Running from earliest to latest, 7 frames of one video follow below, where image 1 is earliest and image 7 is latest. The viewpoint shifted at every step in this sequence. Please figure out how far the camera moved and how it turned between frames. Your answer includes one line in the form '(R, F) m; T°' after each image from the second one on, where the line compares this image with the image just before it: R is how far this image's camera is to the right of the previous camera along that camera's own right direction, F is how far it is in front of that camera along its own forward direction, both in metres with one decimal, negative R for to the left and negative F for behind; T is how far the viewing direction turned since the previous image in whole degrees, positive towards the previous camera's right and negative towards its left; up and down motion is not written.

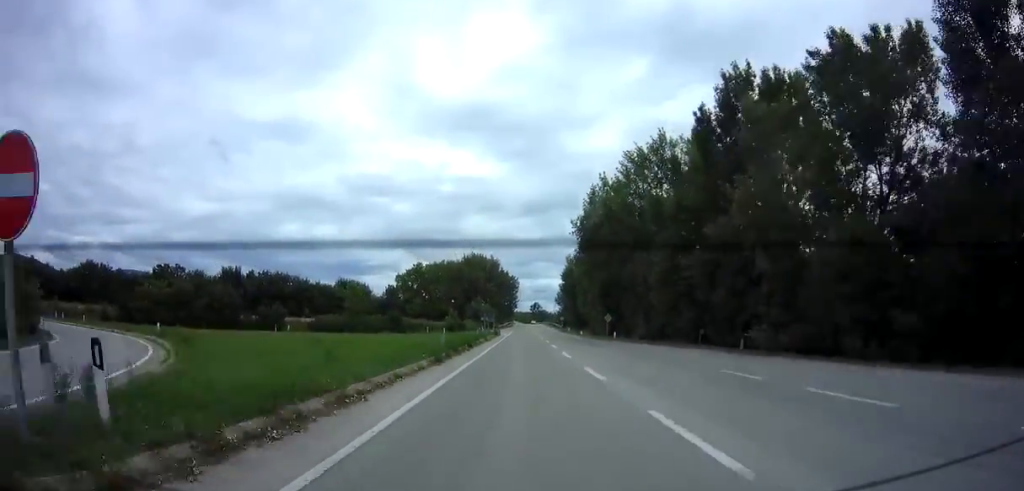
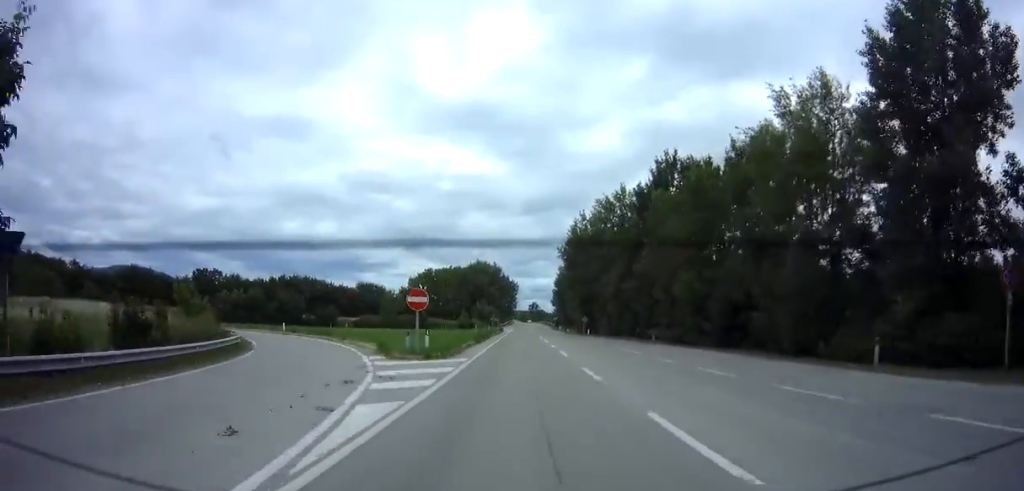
(0.0, +19.5) m; 0°
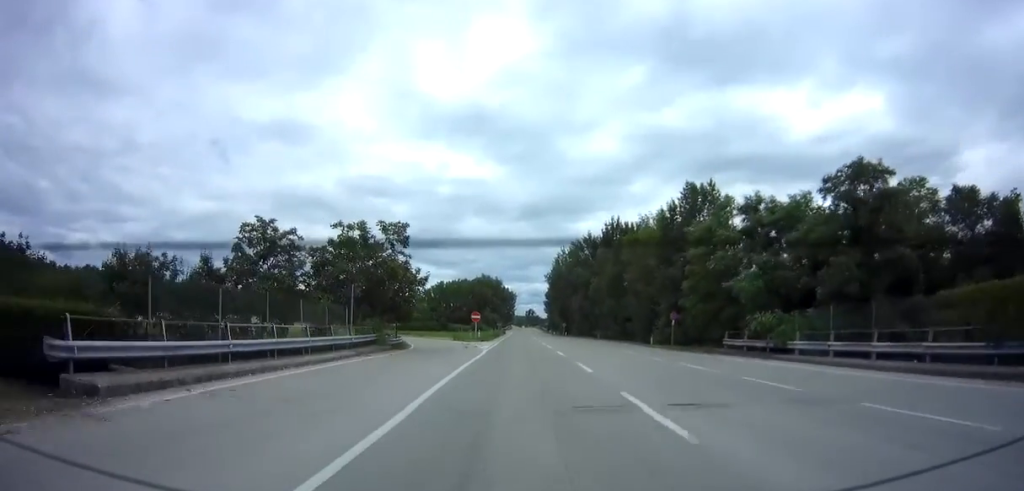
(-0.1, +30.7) m; 0°
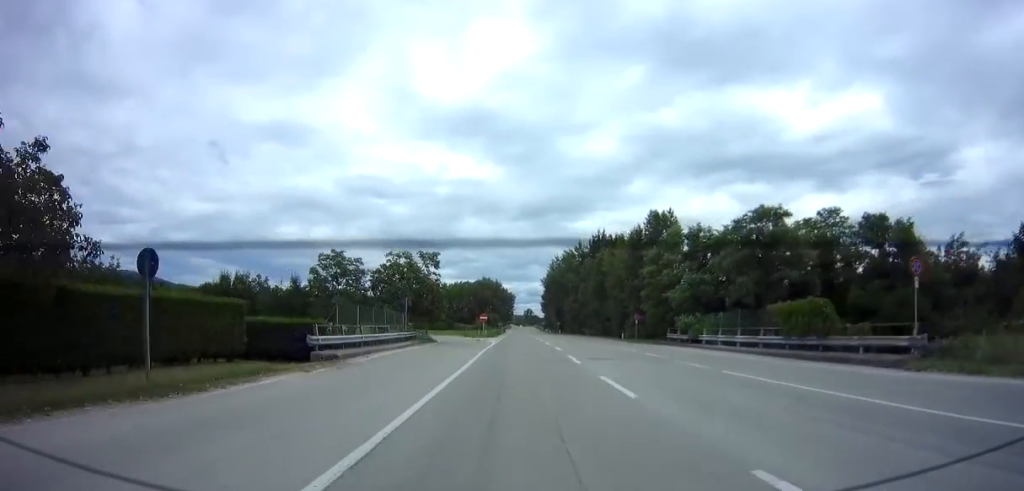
(0.0, +13.3) m; 0°
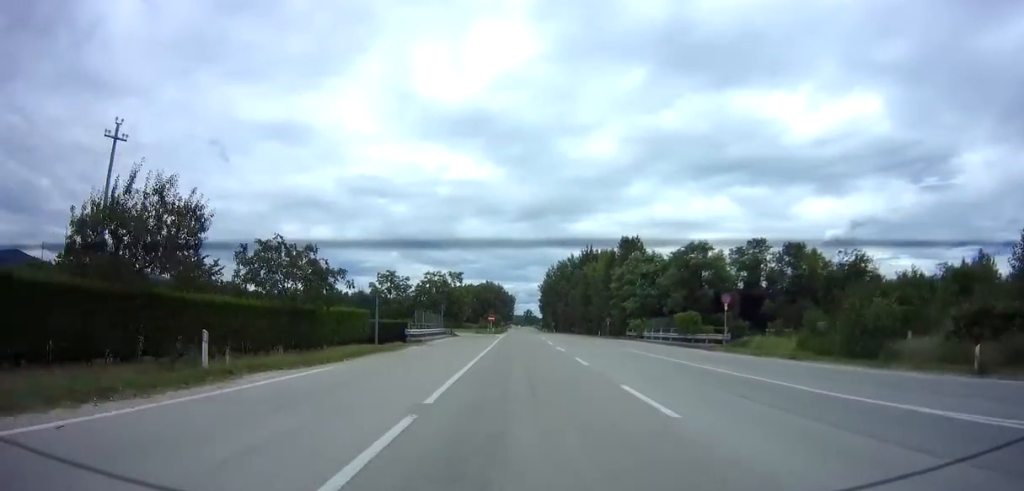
(+0.1, +17.5) m; 0°
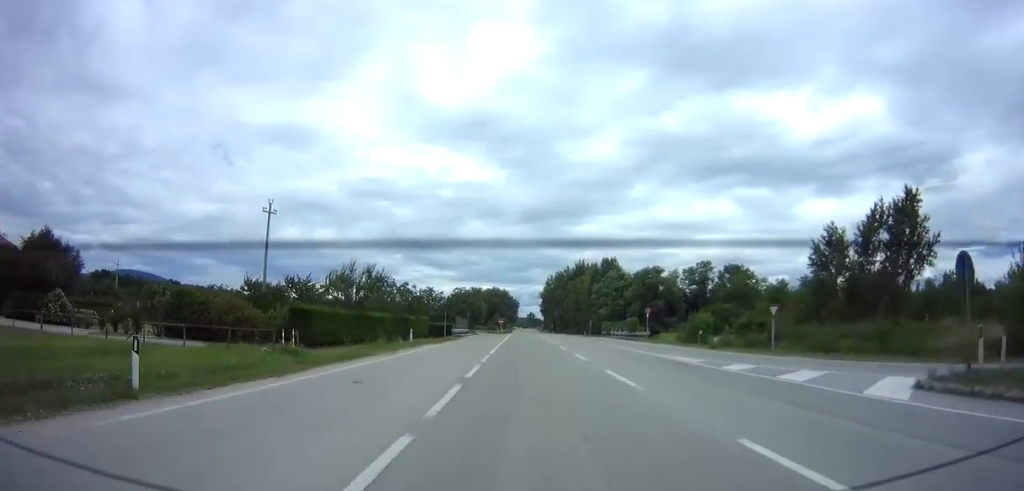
(-0.1, +22.3) m; 0°
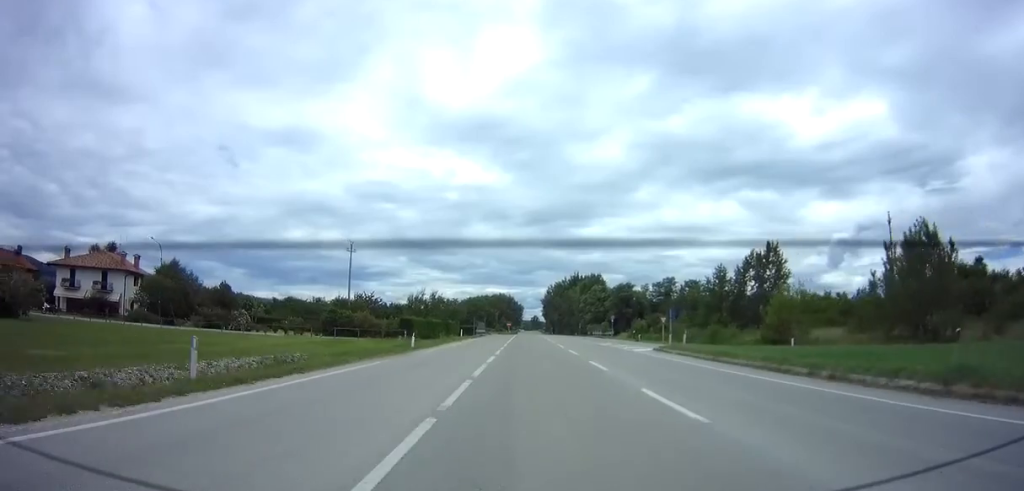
(0.0, +25.3) m; 0°
